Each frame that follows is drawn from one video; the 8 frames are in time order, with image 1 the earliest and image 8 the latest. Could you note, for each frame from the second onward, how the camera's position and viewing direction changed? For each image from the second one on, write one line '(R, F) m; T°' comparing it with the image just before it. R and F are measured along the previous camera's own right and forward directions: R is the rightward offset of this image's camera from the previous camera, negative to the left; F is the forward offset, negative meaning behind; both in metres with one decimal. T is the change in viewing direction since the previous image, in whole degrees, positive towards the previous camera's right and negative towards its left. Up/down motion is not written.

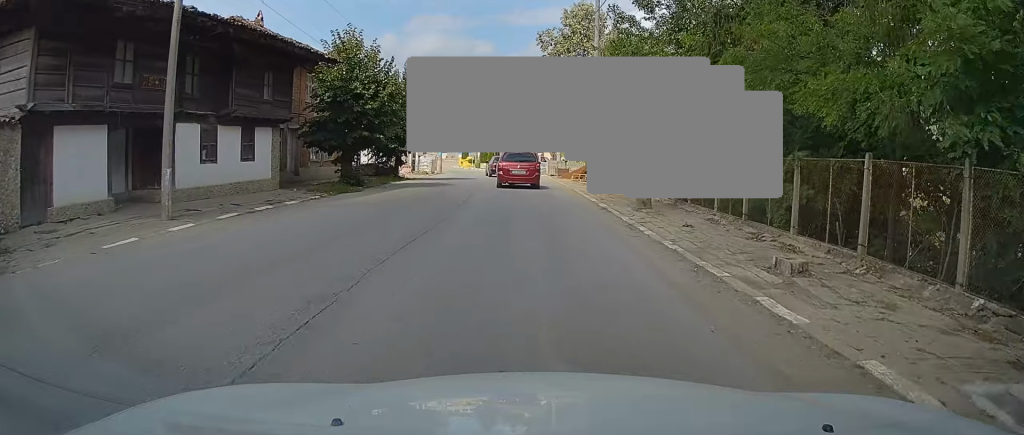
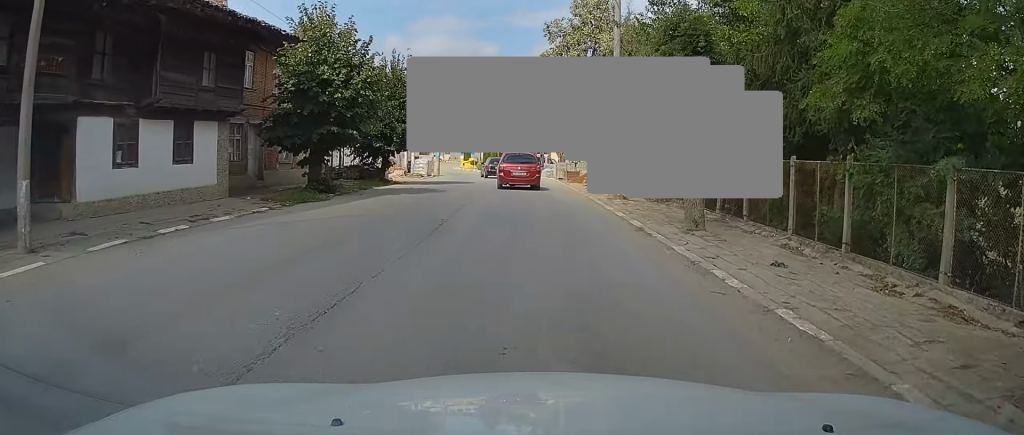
(-0.1, +4.5) m; -1°
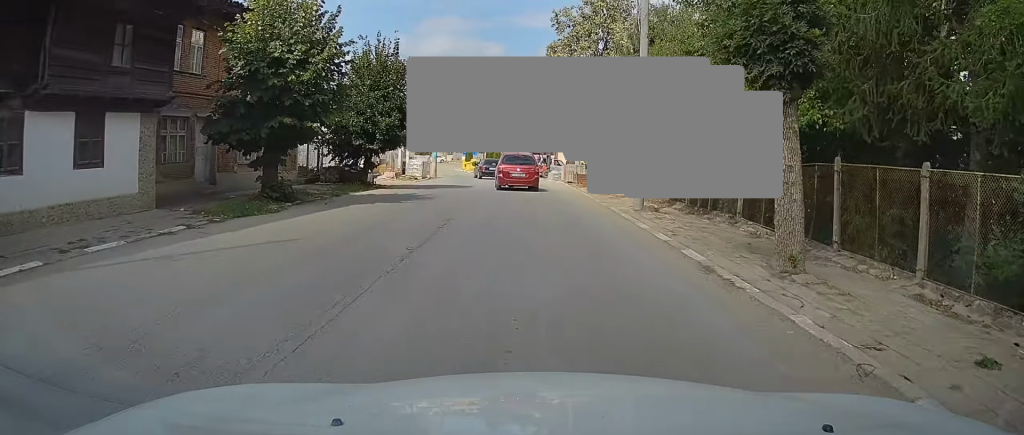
(0.0, +4.4) m; 0°
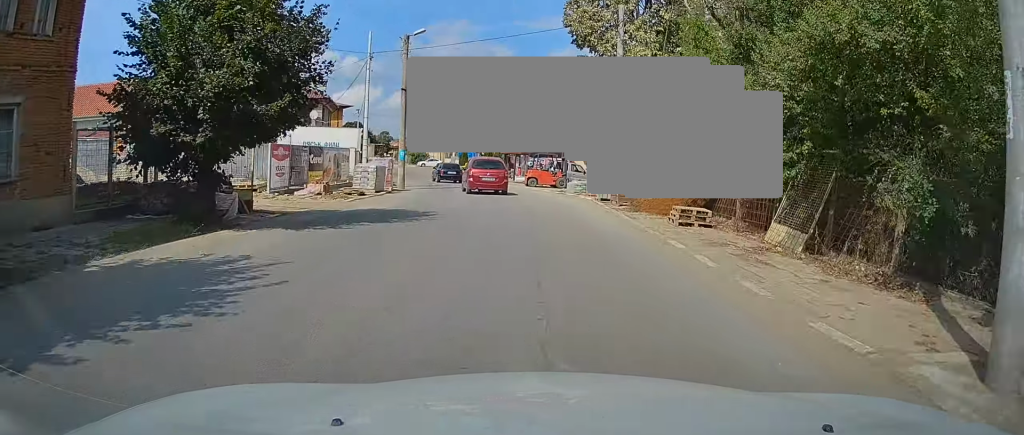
(-0.1, +14.0) m; -2°
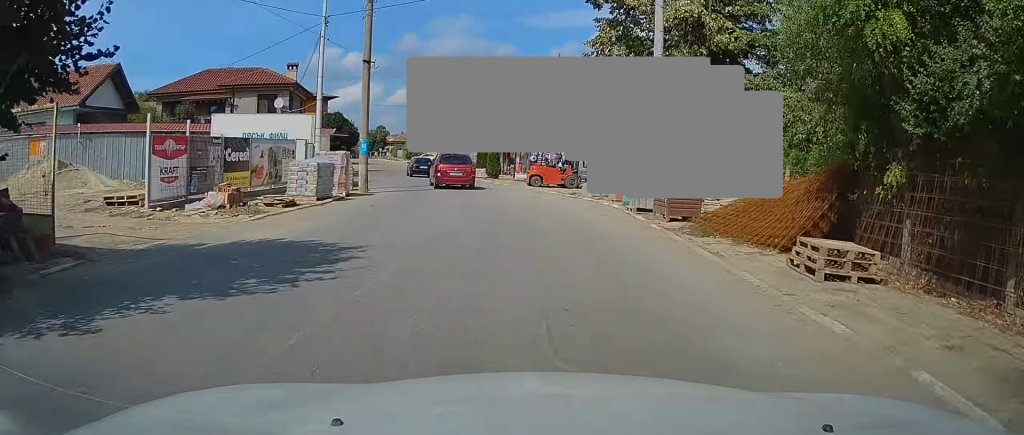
(-0.1, +7.7) m; -1°
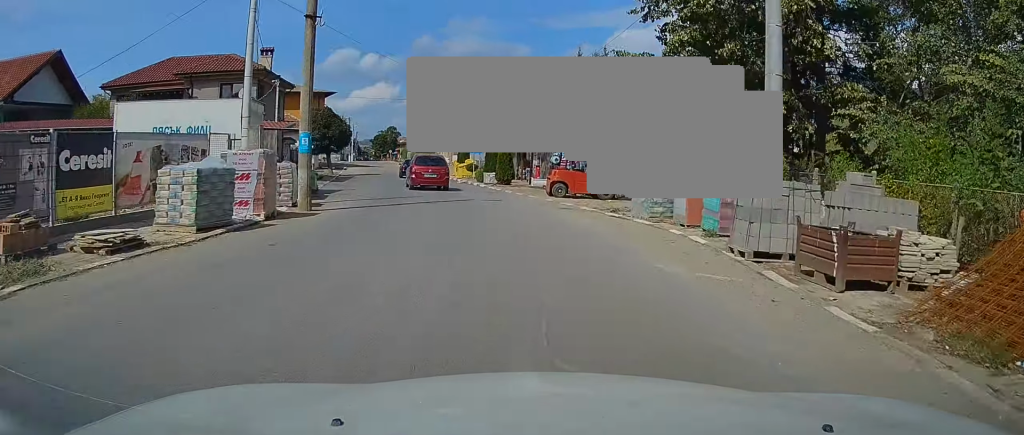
(0.0, +7.7) m; -1°
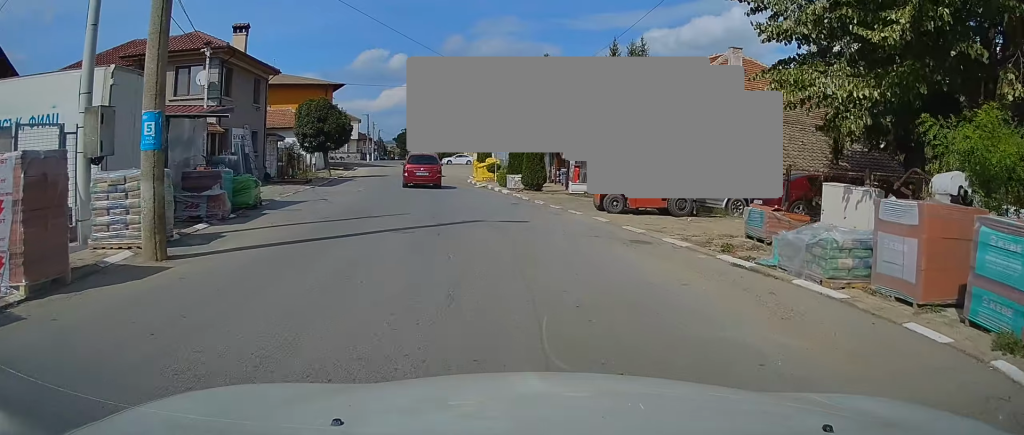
(-0.2, +7.9) m; -3°
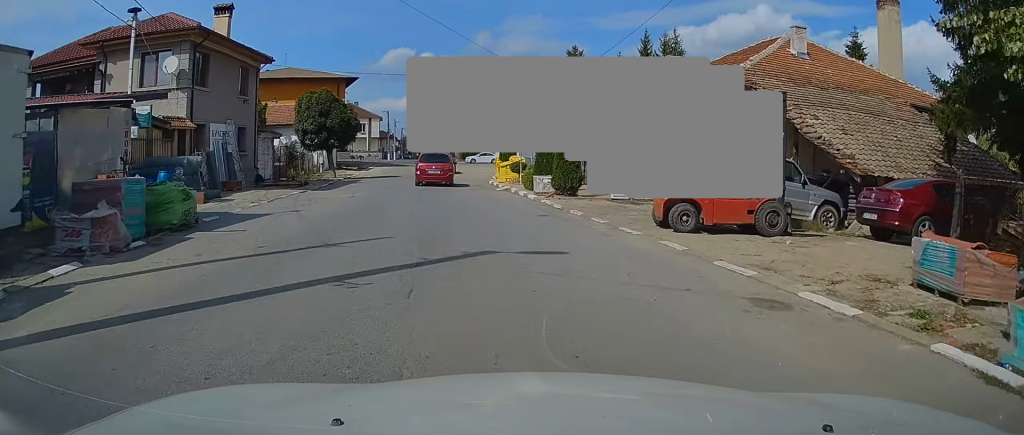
(0.0, +4.7) m; -3°
